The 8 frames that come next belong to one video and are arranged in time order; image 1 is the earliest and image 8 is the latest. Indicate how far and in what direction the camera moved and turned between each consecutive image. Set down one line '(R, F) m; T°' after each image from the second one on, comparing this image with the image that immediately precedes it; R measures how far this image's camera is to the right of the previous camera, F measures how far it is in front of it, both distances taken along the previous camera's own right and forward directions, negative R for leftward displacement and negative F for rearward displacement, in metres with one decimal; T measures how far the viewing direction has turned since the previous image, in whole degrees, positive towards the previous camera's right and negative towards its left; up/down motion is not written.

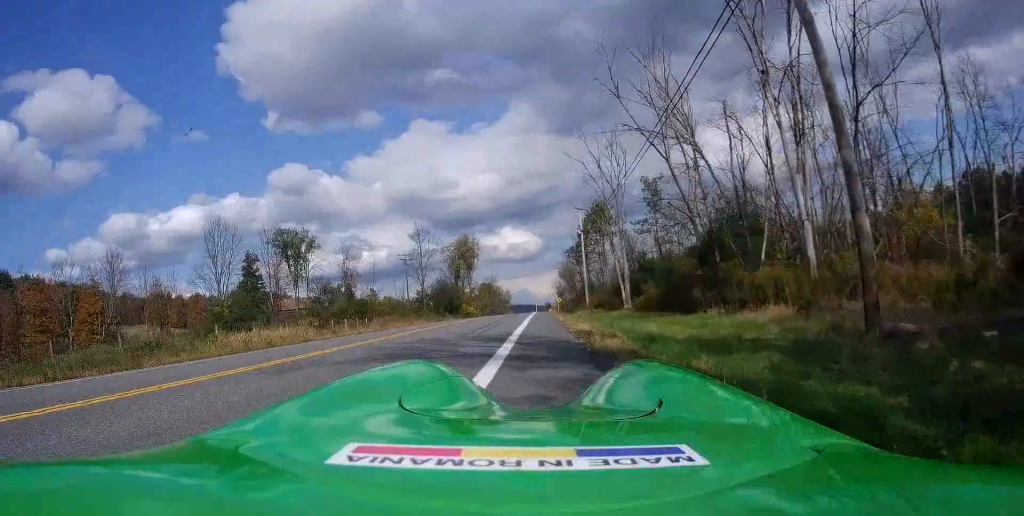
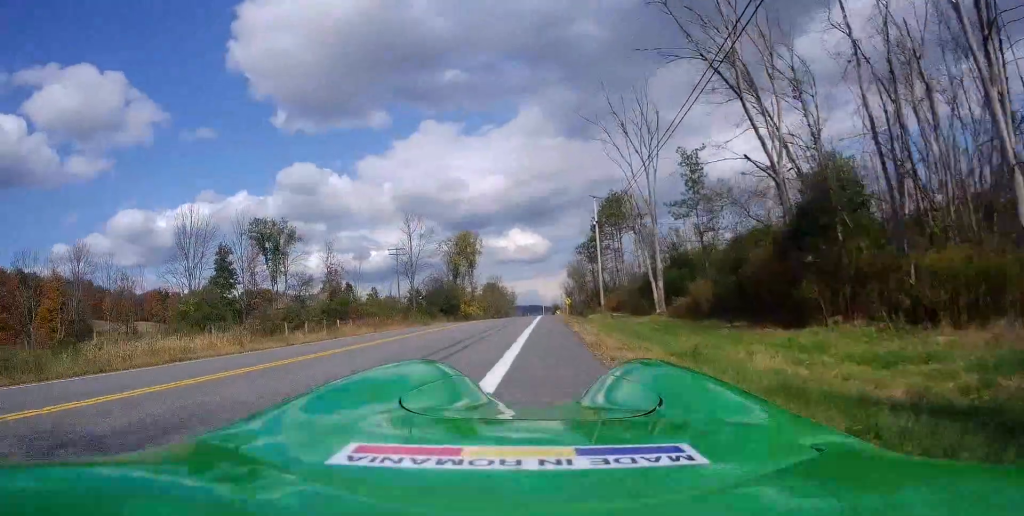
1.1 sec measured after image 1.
(-0.2, +9.6) m; +1°
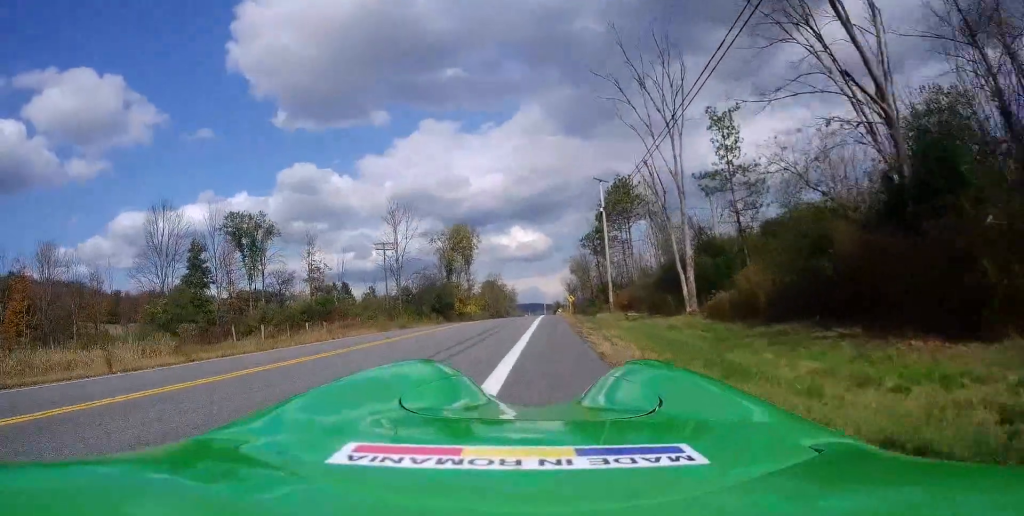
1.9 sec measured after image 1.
(+0.2, +6.6) m; +2°
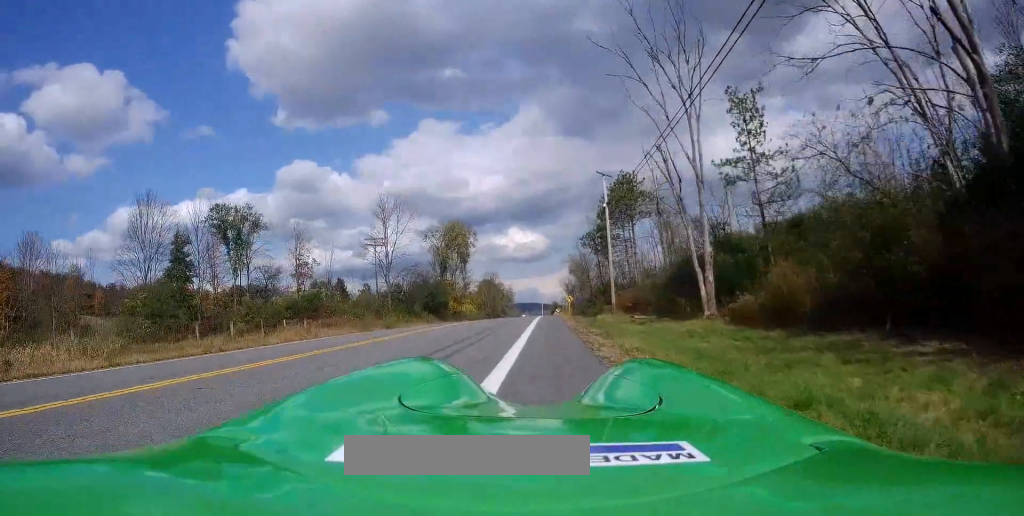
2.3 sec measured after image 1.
(+0.1, +3.5) m; +1°
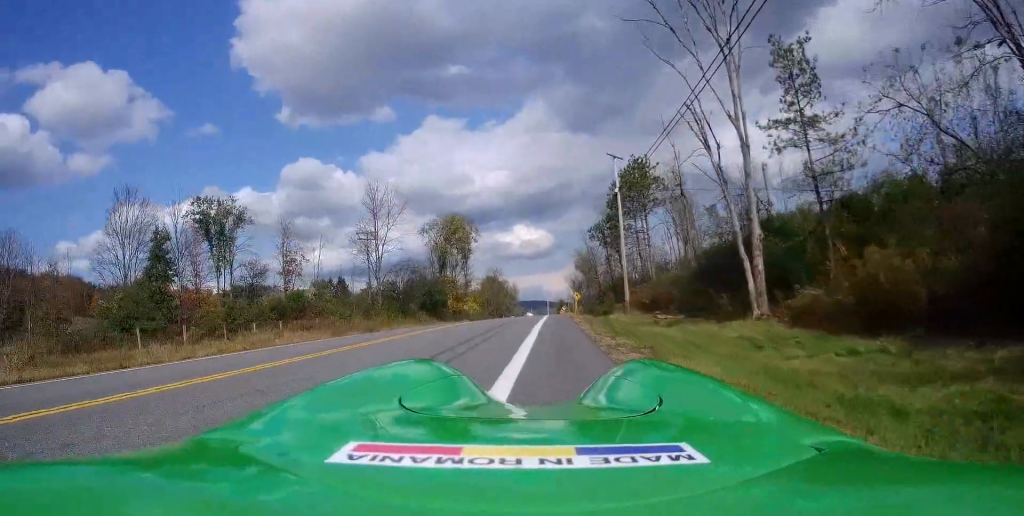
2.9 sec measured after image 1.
(0.0, +4.6) m; 0°
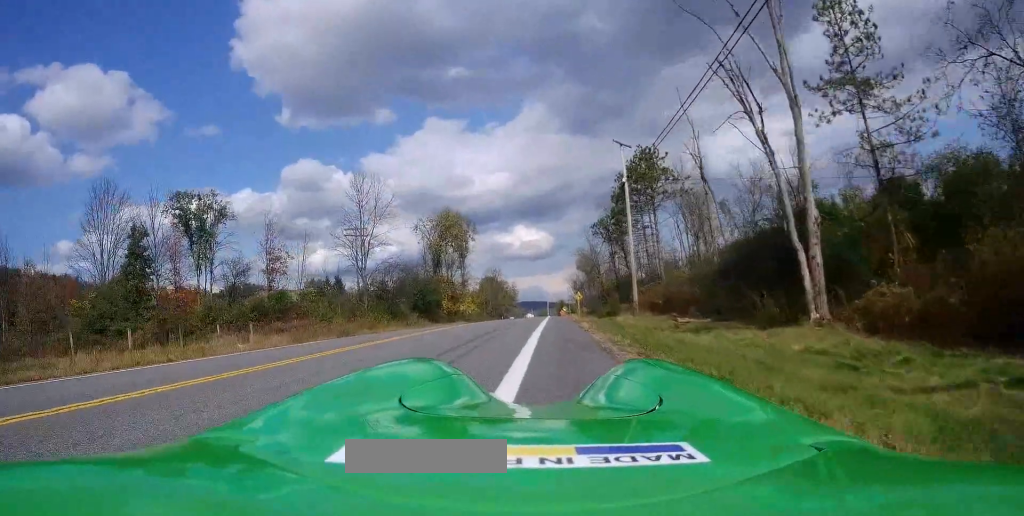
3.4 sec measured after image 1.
(0.0, +3.9) m; 0°
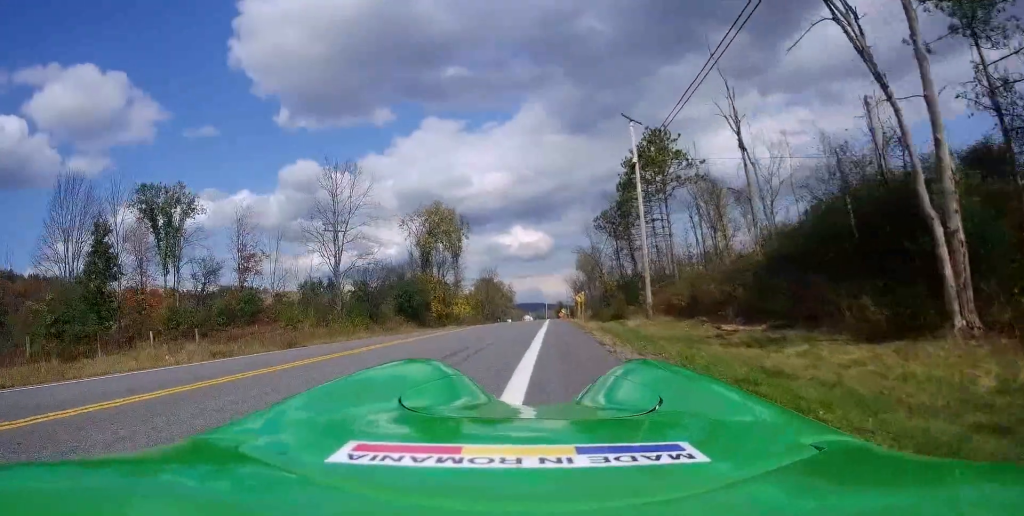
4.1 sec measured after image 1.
(0.0, +5.5) m; -1°
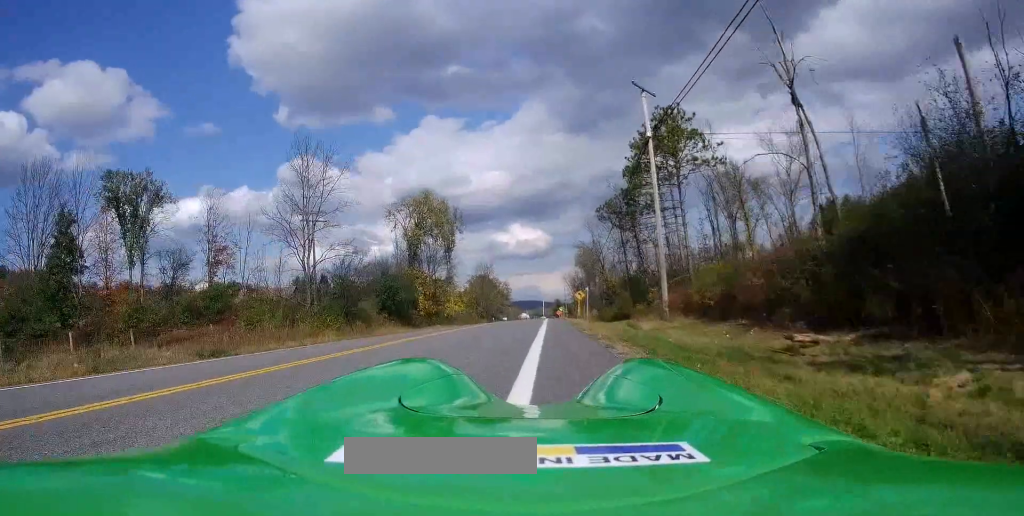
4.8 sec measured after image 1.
(-0.1, +4.9) m; -1°
